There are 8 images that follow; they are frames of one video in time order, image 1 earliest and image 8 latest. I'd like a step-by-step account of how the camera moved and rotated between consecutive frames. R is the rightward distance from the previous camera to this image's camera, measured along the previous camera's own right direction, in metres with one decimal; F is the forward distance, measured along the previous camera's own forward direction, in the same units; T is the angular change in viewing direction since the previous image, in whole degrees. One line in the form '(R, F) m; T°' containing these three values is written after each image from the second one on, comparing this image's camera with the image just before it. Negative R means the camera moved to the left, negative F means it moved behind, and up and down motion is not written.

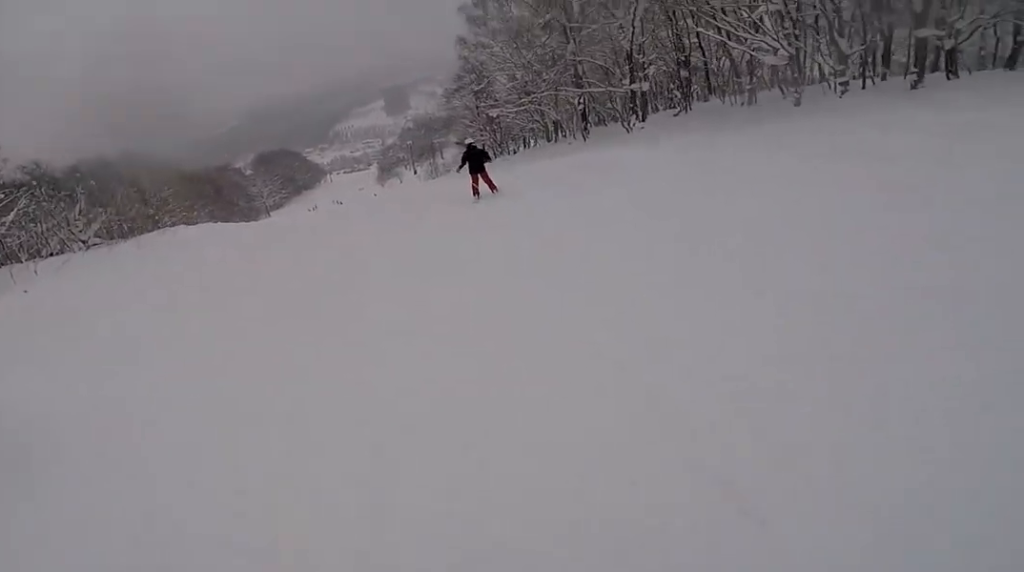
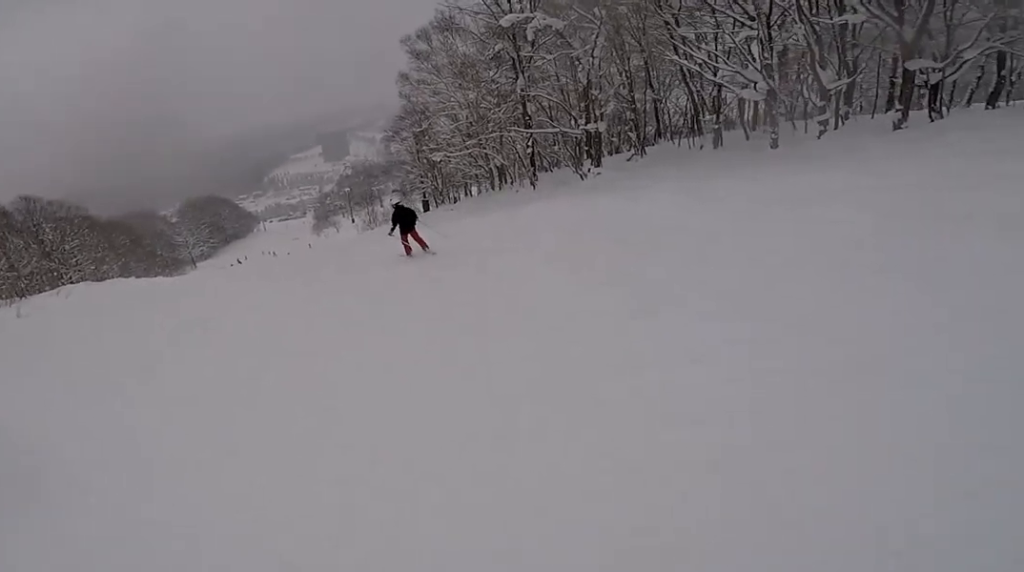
(+0.7, +4.8) m; 0°
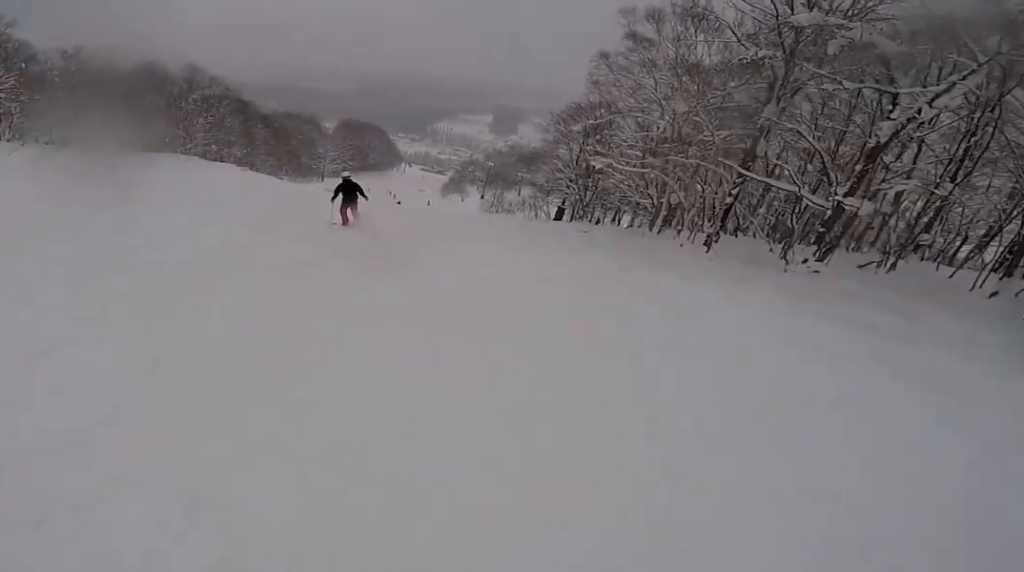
(-0.7, +7.9) m; -18°
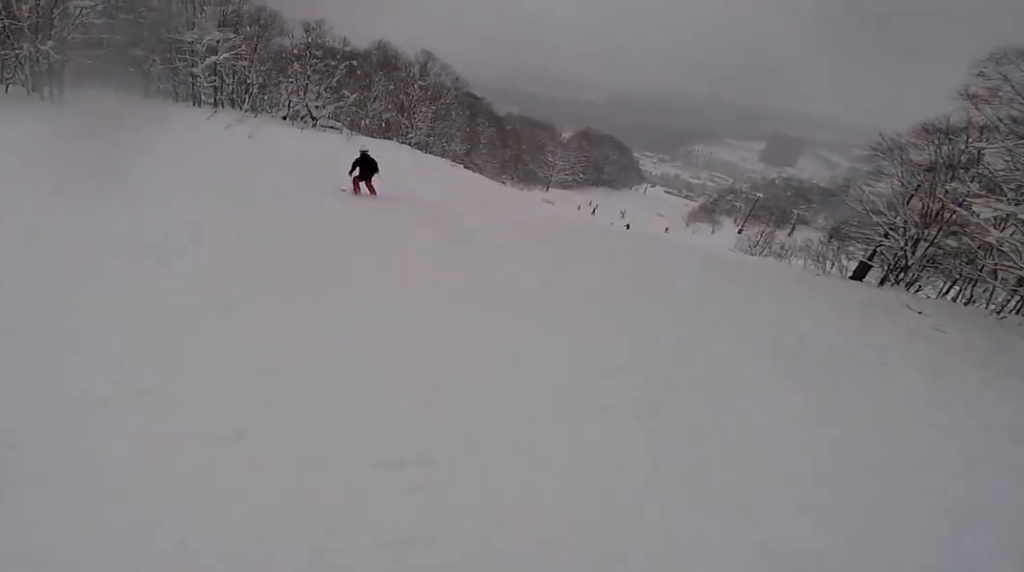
(-1.7, +7.2) m; -33°
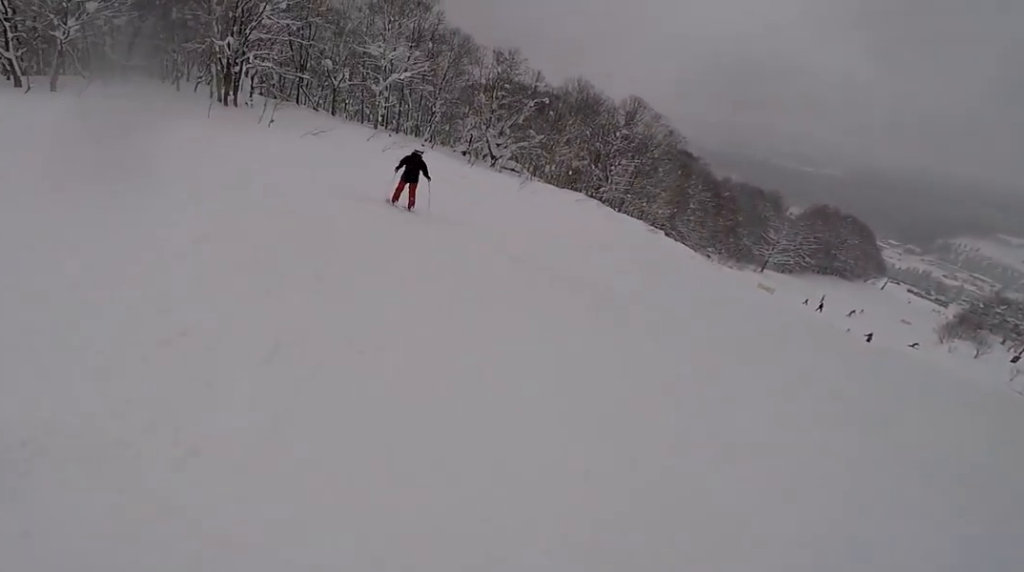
(-1.7, +5.2) m; -16°
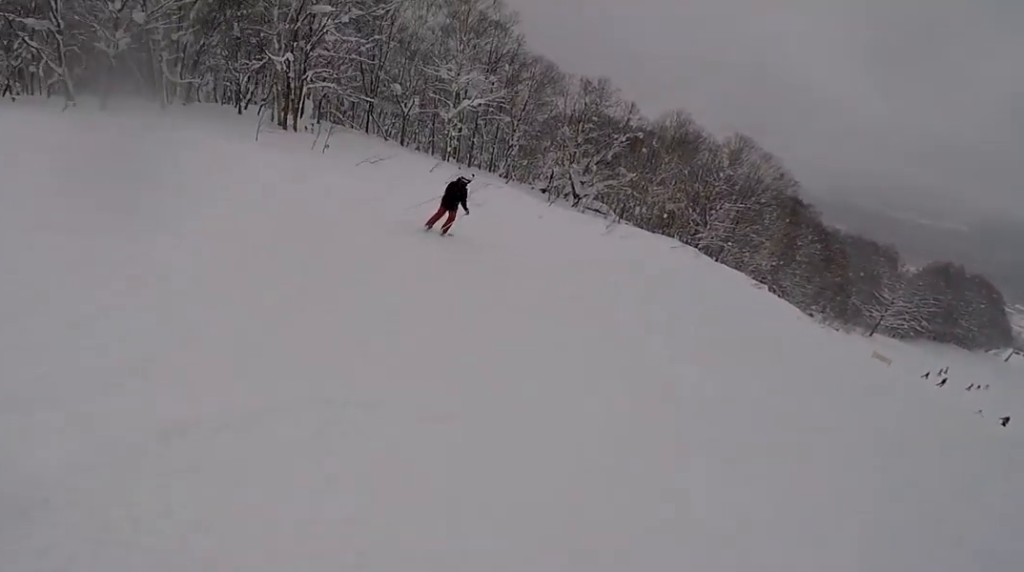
(-0.4, +2.9) m; -5°
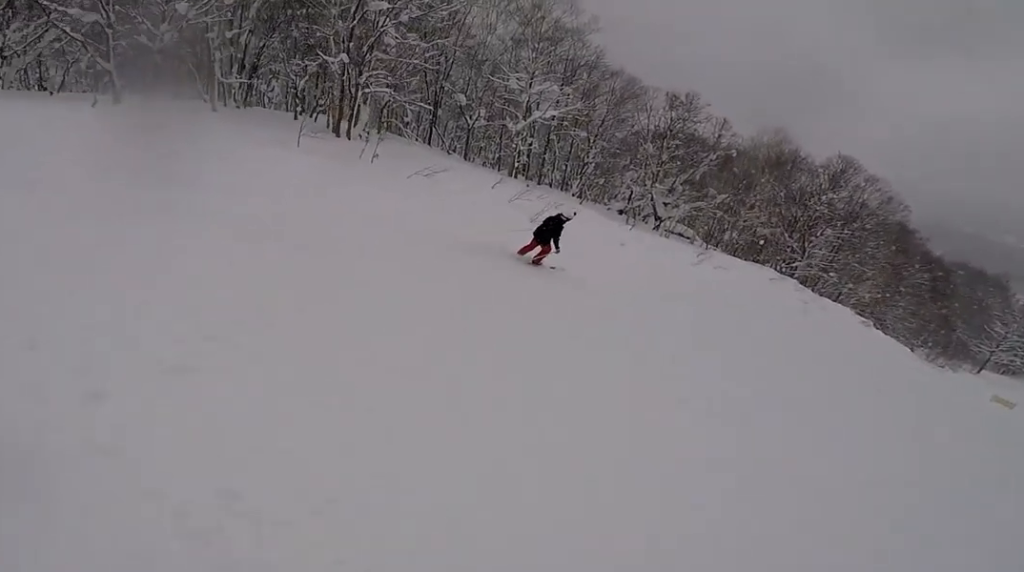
(+0.1, +2.9) m; +9°
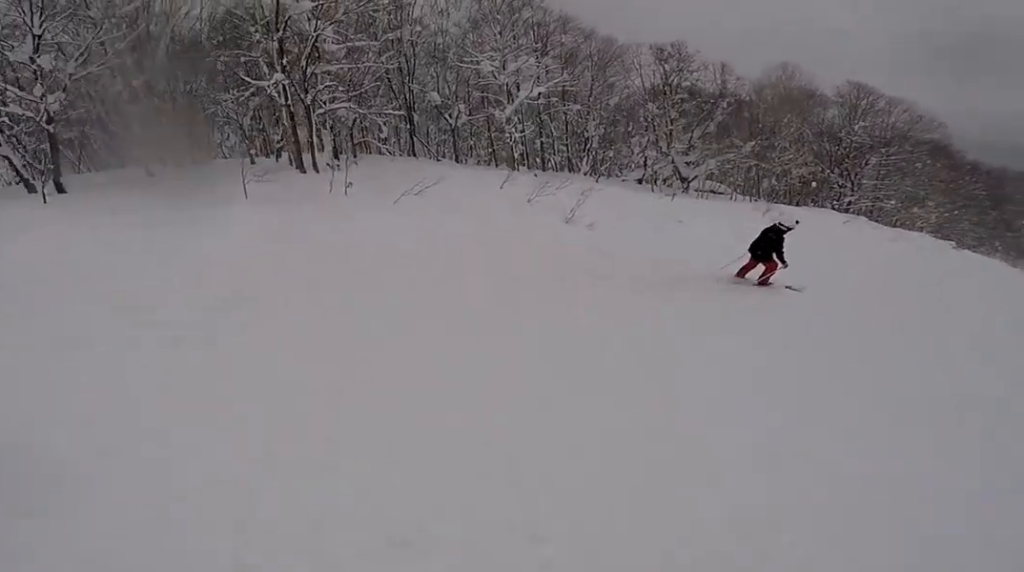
(+0.1, +3.9) m; +16°
